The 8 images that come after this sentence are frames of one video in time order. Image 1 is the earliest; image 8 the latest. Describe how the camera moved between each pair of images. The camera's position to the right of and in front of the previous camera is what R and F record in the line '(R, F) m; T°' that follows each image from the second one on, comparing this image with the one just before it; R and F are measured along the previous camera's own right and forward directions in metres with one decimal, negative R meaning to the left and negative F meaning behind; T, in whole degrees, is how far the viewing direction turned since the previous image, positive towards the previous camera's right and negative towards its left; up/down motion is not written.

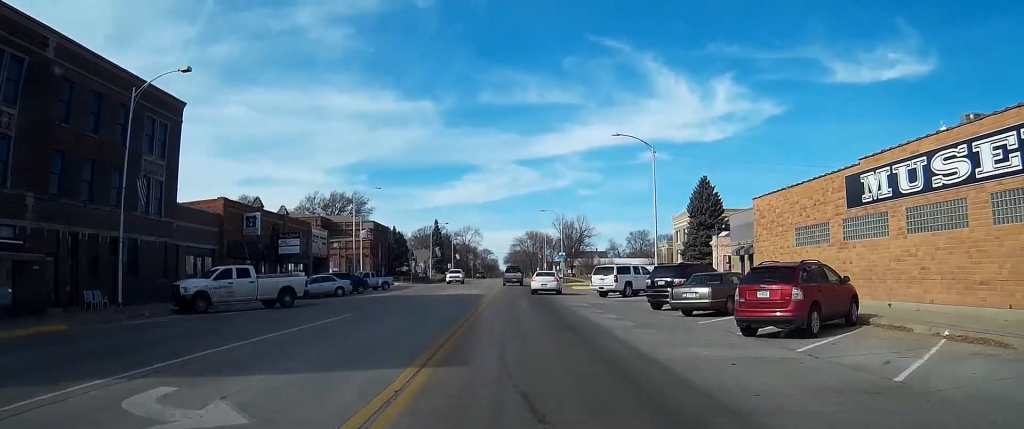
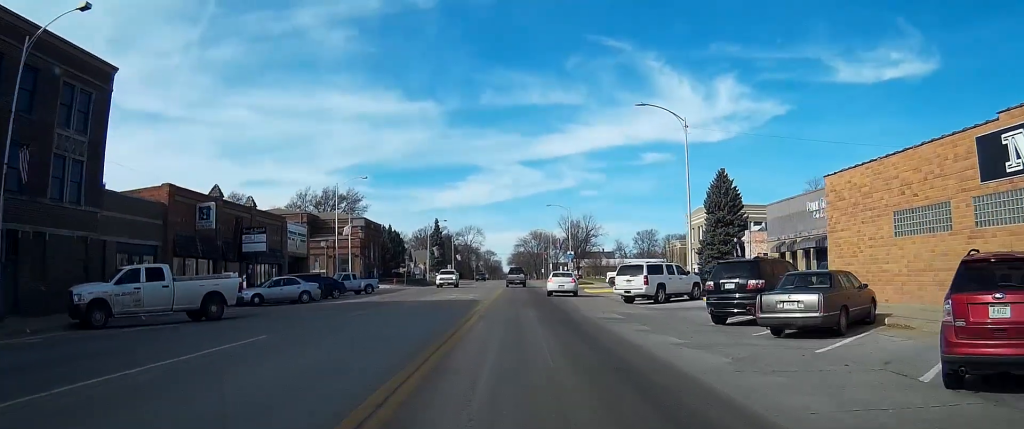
(-0.1, +8.8) m; 0°
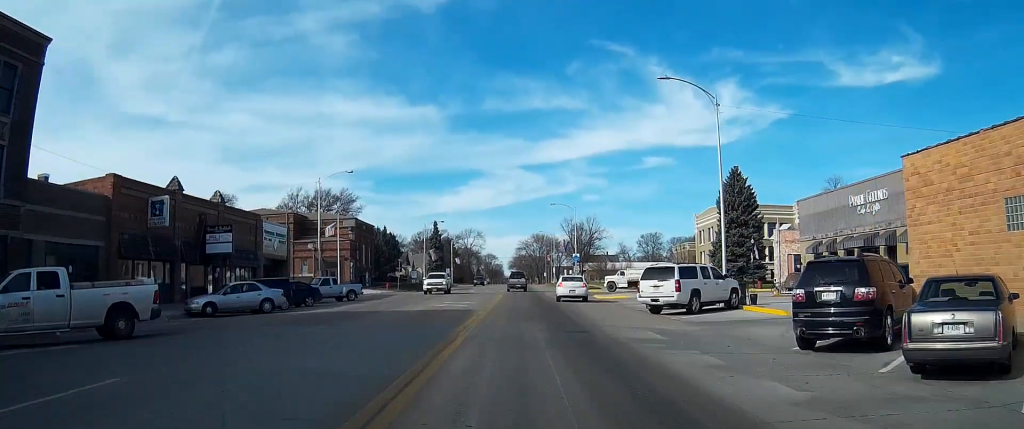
(0.0, +6.5) m; 0°
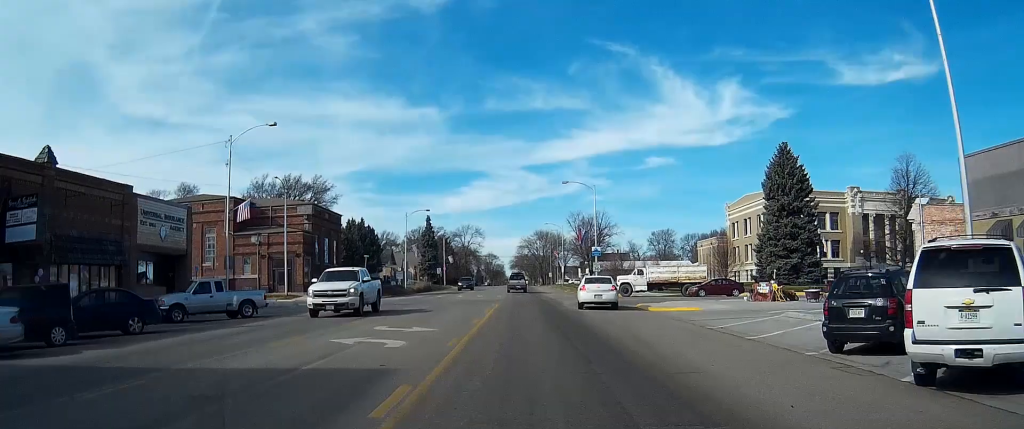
(-0.1, +20.1) m; -1°
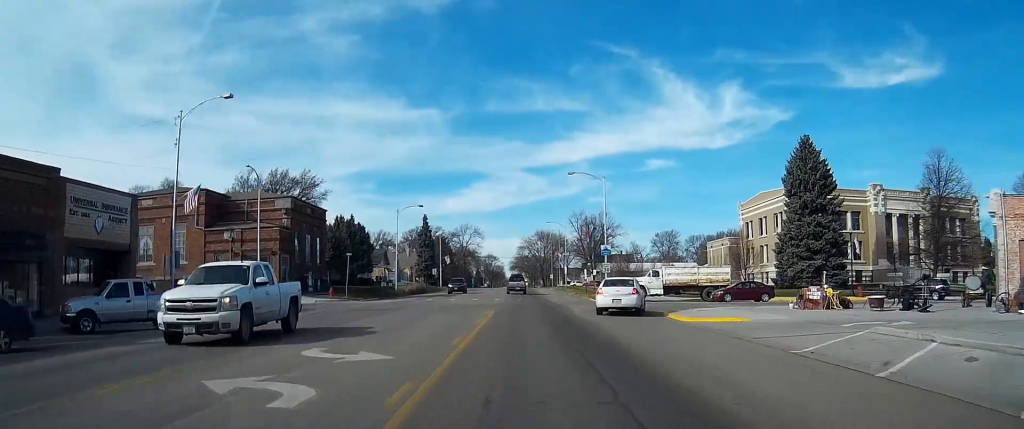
(-0.1, +6.9) m; 0°
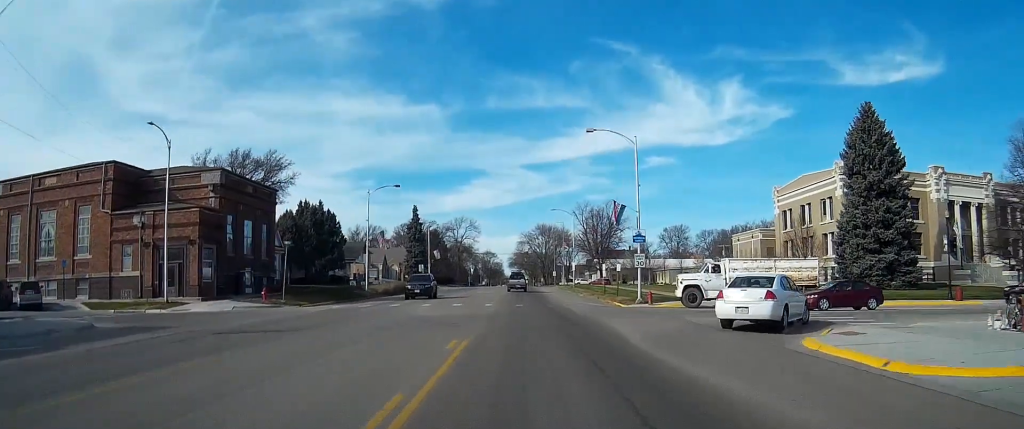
(0.0, +16.0) m; 0°
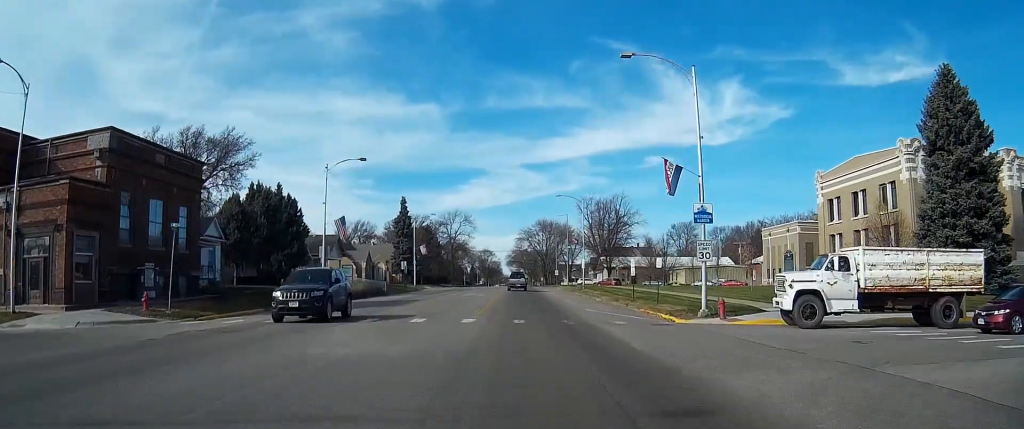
(+0.1, +14.7) m; 0°
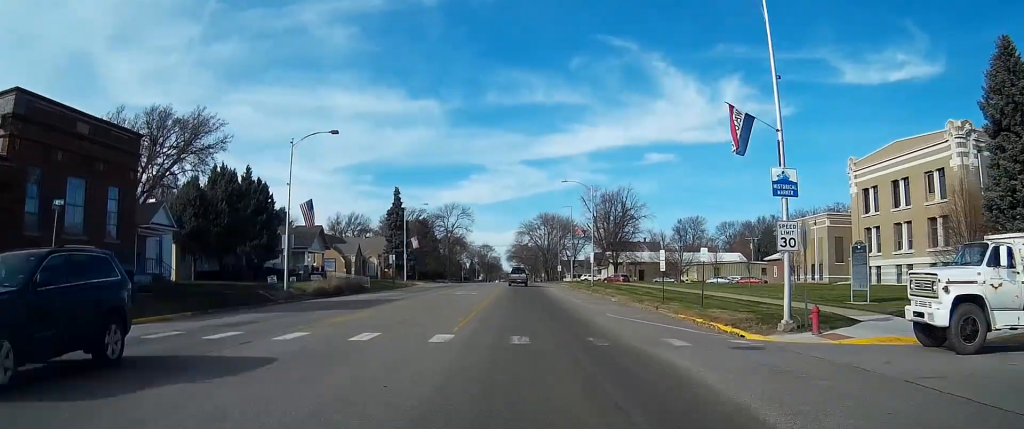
(0.0, +8.6) m; 0°
